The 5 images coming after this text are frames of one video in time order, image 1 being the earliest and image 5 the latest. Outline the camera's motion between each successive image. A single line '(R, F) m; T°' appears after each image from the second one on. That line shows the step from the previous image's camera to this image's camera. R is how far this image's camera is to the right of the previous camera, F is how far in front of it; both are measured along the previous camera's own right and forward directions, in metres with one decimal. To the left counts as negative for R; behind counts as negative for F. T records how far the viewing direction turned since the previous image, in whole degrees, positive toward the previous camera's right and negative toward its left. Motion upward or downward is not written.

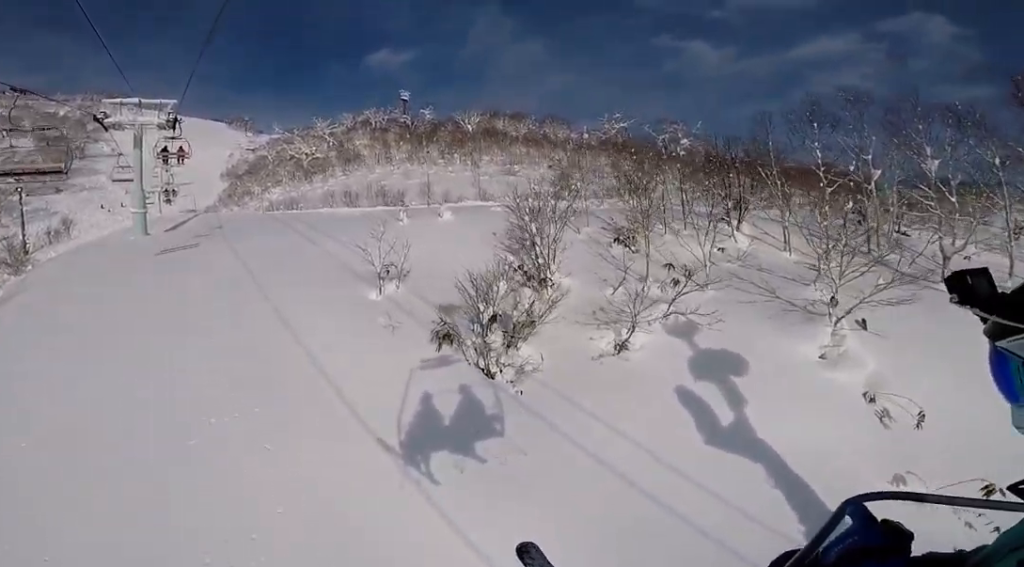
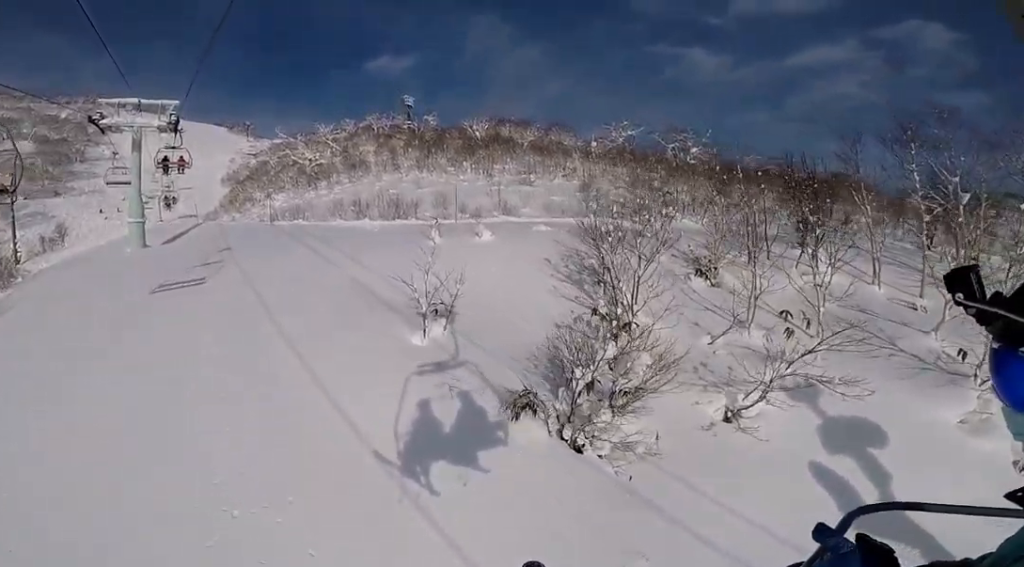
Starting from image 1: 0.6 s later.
(+0.3, +2.5) m; -1°
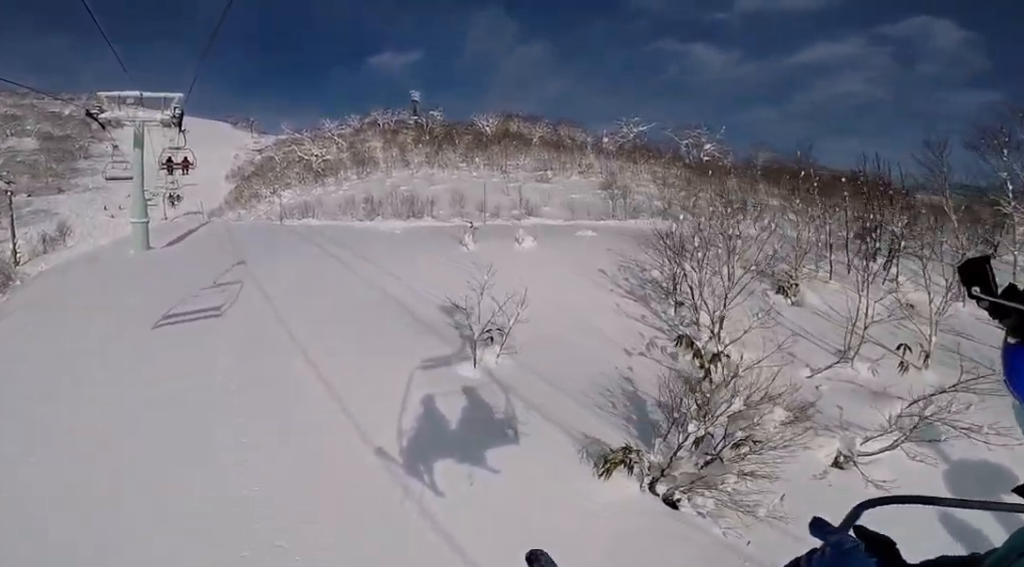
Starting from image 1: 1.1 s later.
(+0.3, +1.7) m; -1°
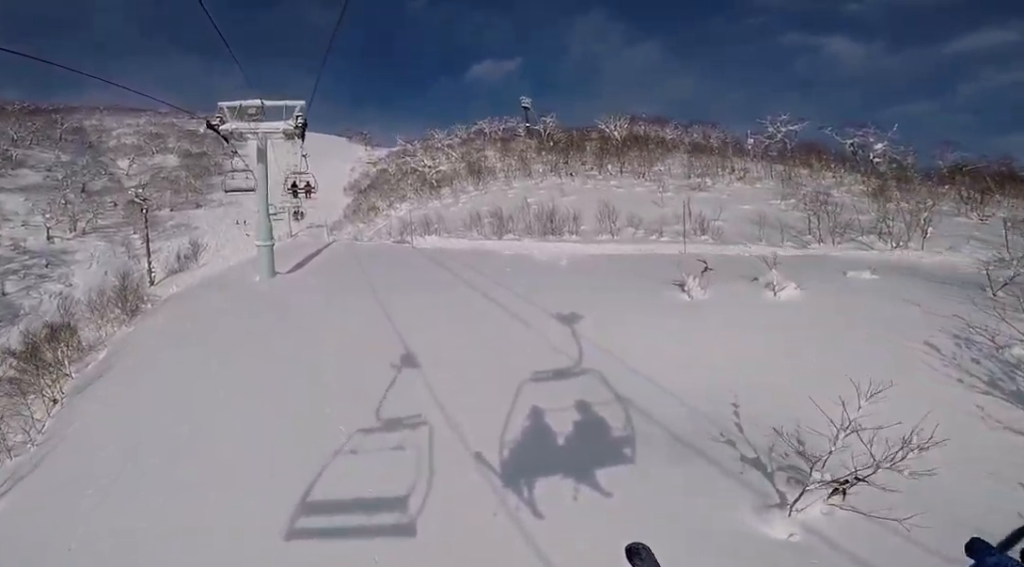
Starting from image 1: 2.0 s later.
(-0.6, +3.3) m; 0°
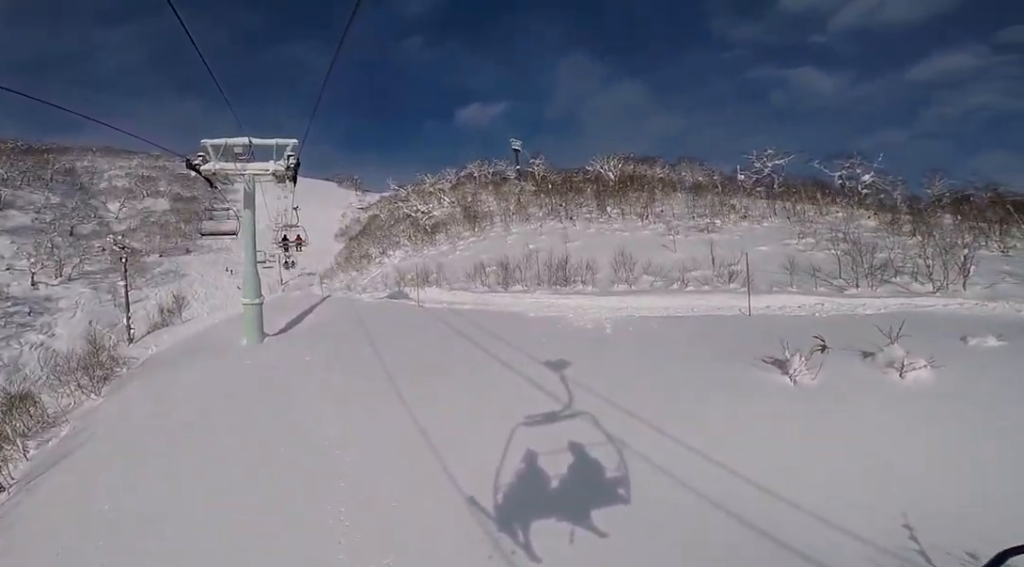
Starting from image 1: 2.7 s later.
(+0.4, +2.7) m; +1°
